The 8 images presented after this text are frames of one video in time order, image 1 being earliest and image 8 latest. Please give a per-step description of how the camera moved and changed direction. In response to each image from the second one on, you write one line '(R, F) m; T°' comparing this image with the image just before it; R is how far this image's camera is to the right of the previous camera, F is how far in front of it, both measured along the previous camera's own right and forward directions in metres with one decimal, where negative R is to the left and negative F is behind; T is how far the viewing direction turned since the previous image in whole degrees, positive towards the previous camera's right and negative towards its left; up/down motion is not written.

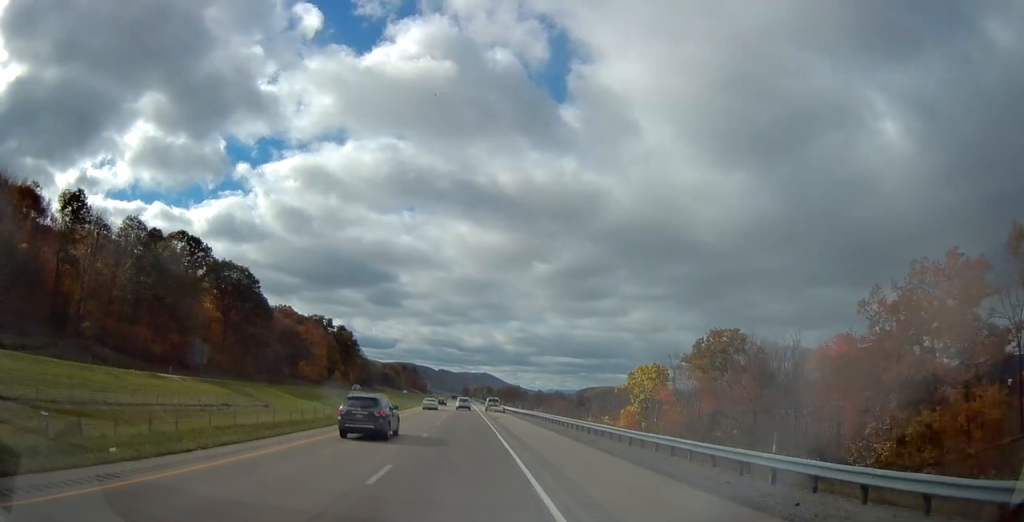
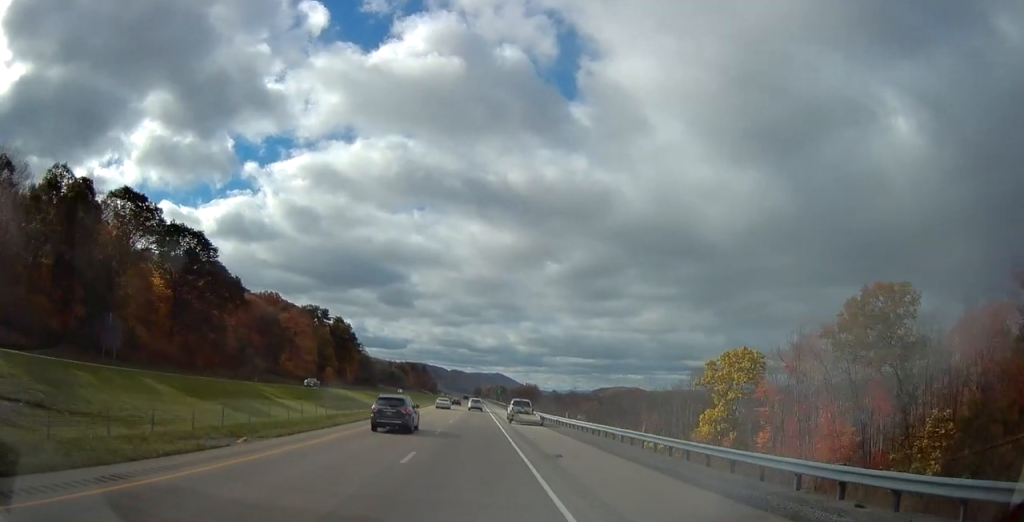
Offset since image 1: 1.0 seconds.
(-0.4, +33.0) m; -1°
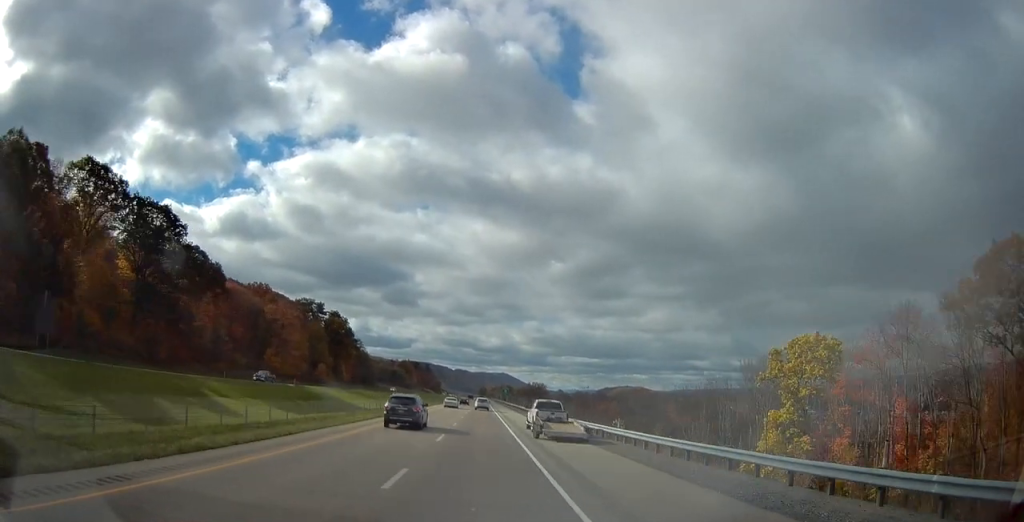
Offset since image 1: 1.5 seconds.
(-0.1, +16.5) m; 0°
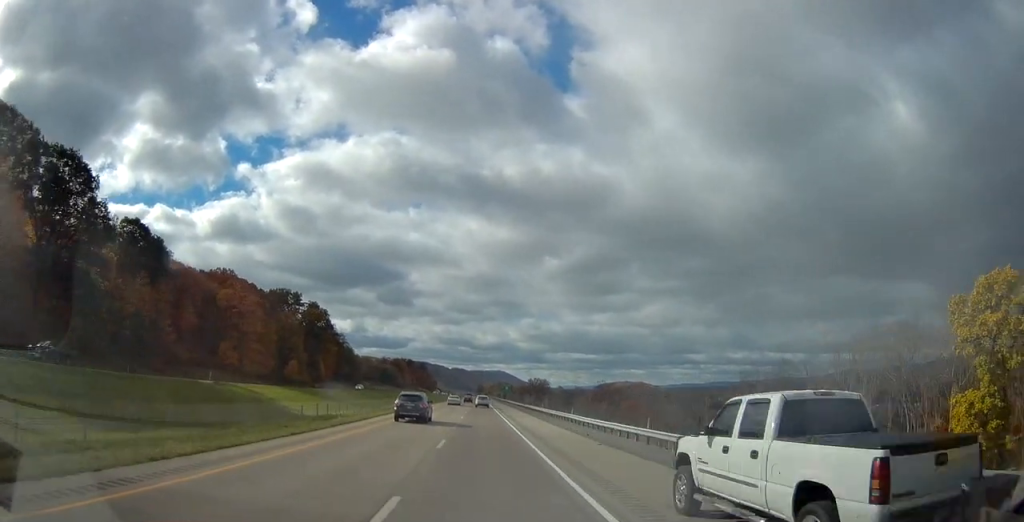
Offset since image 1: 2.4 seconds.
(0.0, +28.4) m; 0°
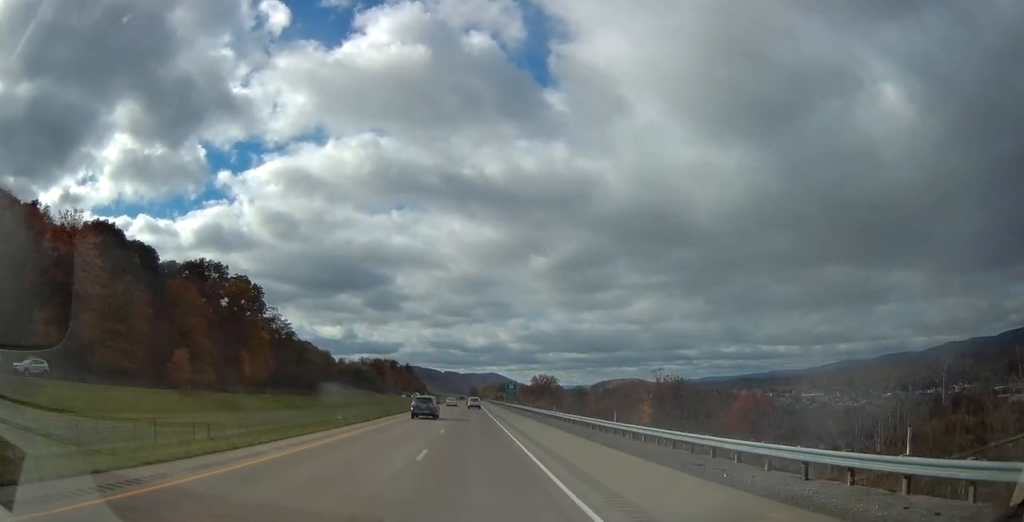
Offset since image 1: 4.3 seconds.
(+0.2, +64.0) m; 0°
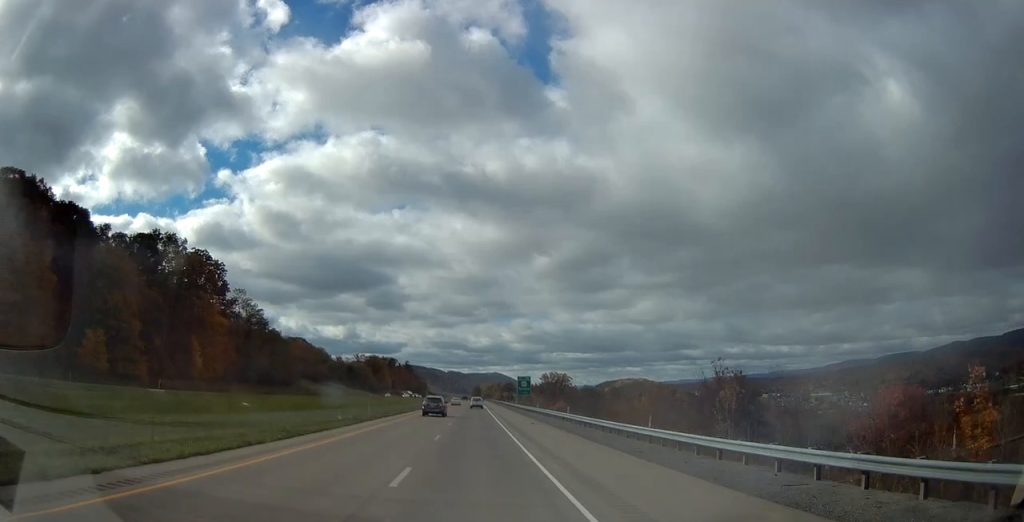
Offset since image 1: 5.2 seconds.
(0.0, +29.3) m; 0°
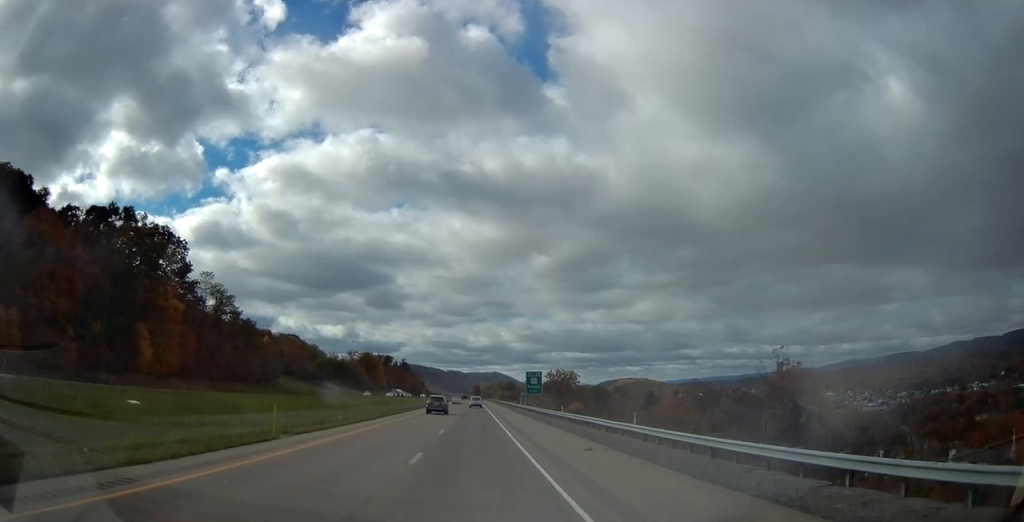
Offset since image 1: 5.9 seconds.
(-0.1, +20.5) m; 0°
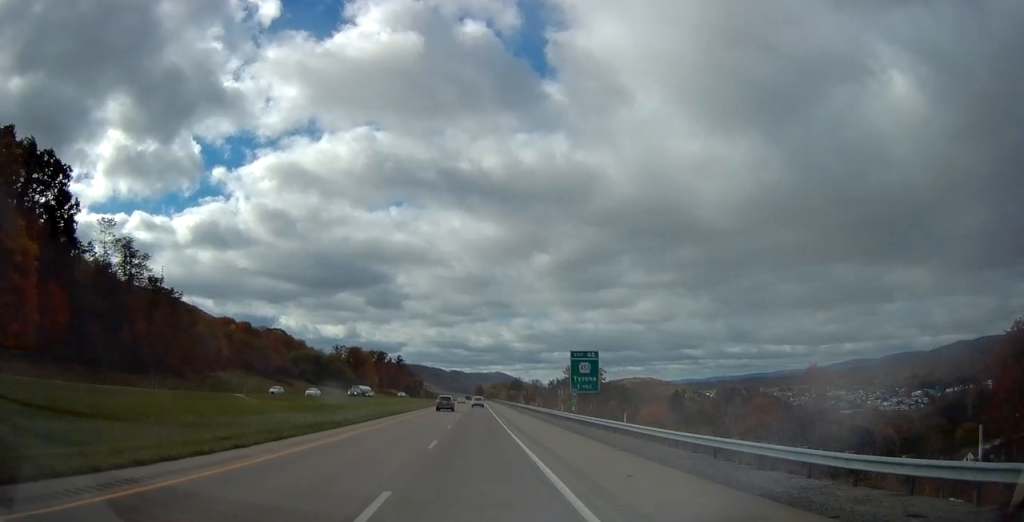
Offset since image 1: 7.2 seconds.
(+0.2, +43.9) m; 0°
